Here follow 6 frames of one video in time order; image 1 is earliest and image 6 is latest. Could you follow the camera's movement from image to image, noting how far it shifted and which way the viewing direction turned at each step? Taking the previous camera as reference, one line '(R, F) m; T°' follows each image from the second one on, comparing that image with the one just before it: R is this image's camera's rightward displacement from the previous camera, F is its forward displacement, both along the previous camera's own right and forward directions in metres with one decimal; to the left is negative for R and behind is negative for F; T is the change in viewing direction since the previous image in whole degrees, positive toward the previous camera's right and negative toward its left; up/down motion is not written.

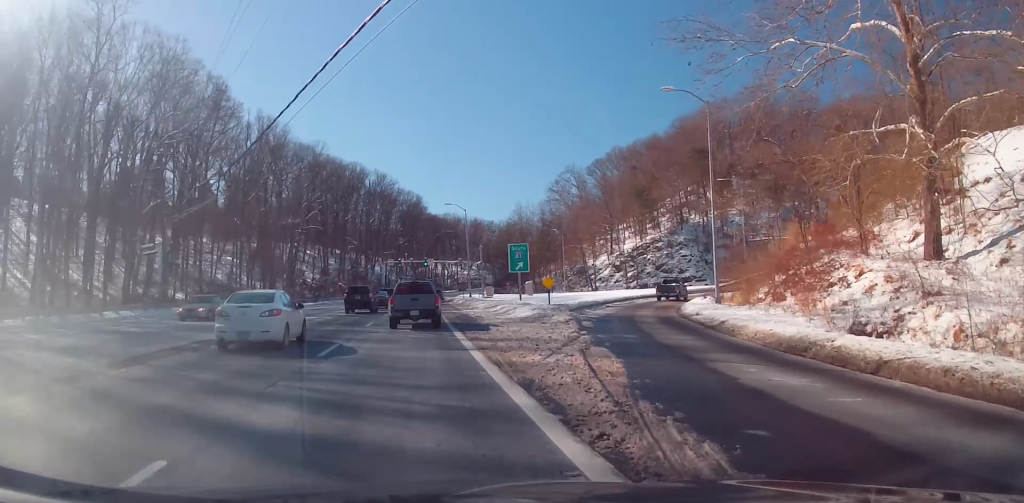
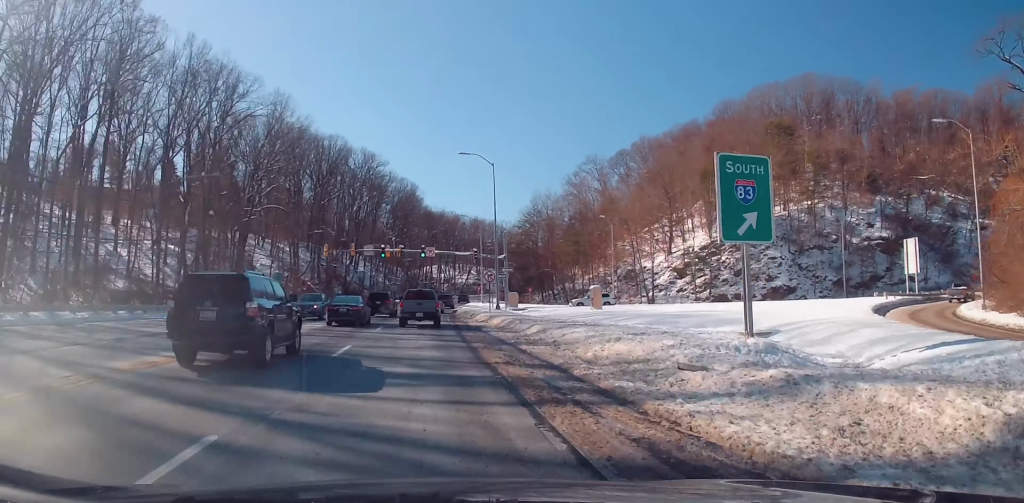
(-1.1, +39.9) m; -2°
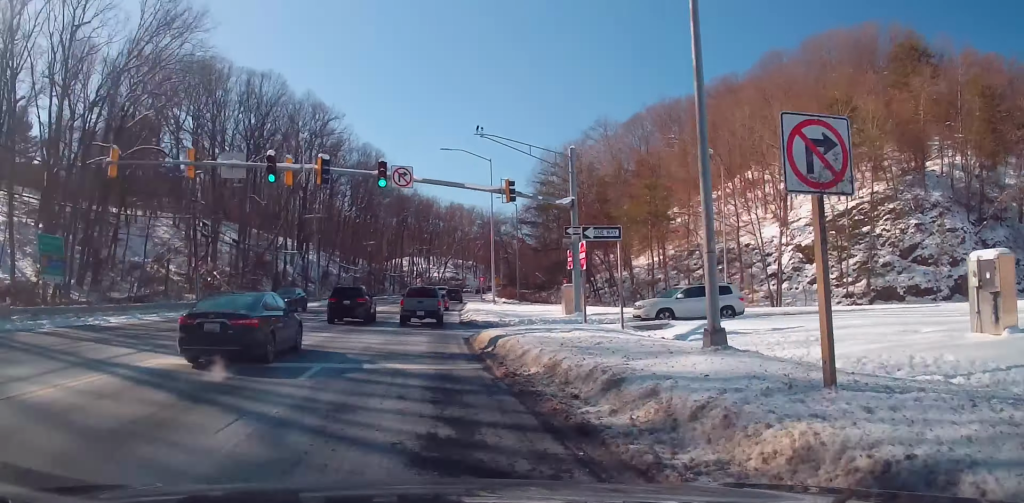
(+0.2, +40.2) m; +2°
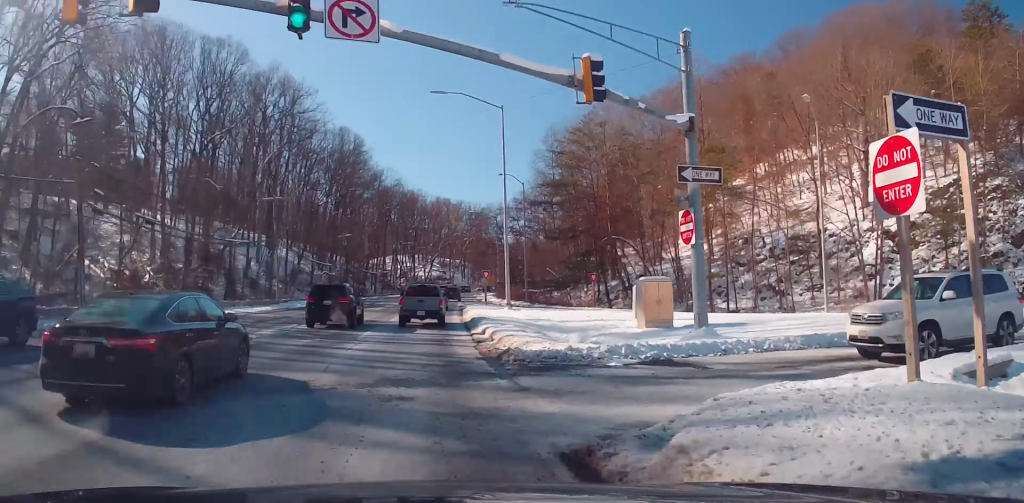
(+0.3, +14.8) m; +2°
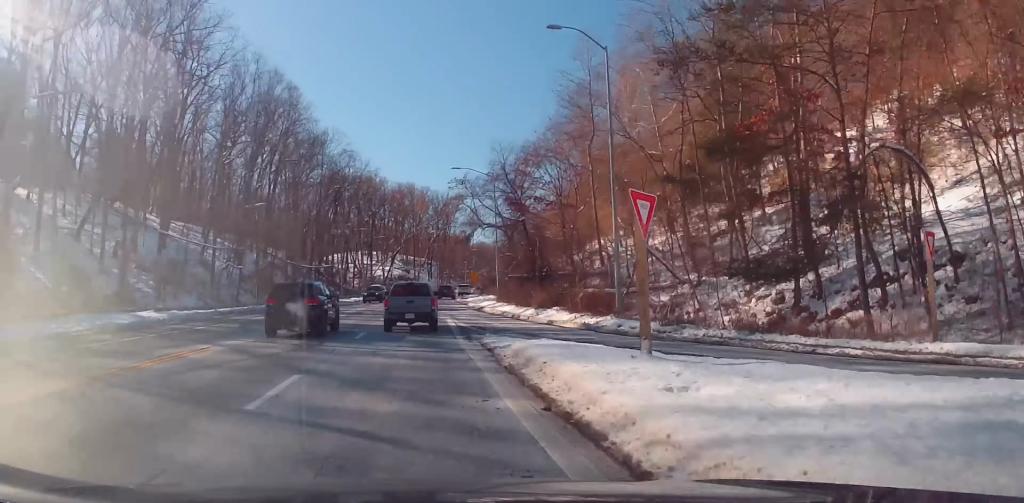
(+1.2, +34.9) m; +3°
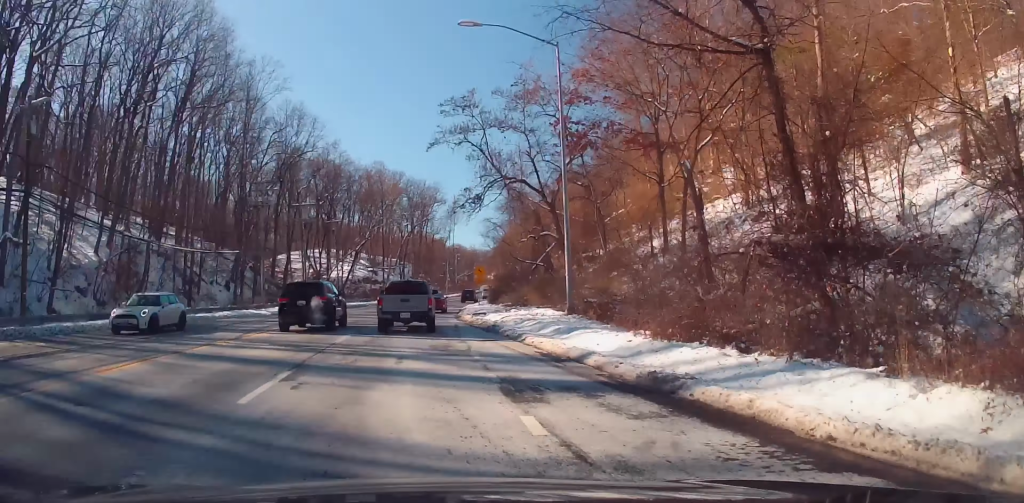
(+0.3, +35.6) m; +2°
